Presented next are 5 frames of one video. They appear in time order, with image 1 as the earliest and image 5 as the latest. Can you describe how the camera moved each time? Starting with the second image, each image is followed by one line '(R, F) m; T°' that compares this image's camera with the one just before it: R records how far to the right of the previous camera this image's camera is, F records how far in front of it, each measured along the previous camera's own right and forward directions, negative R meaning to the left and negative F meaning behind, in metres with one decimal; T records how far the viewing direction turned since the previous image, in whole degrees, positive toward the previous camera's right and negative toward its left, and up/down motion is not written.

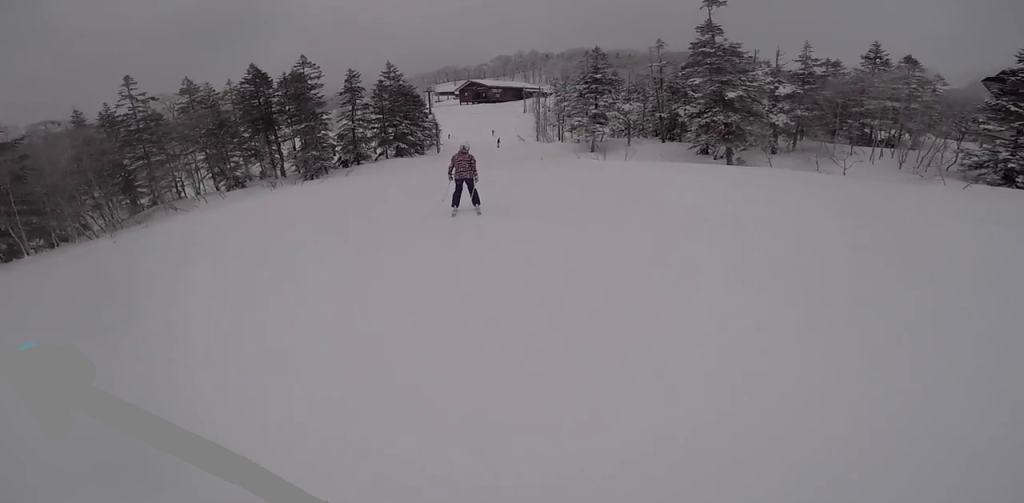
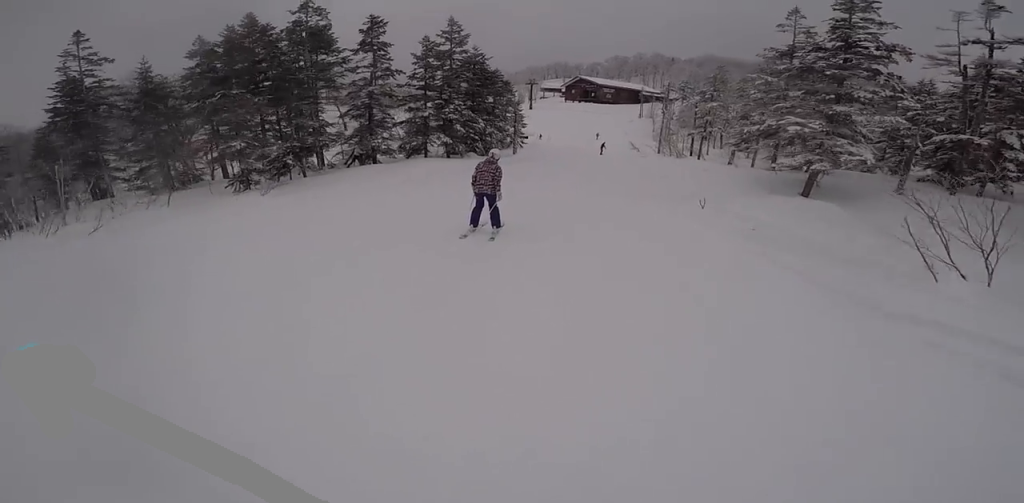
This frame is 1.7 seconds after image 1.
(-2.0, +15.3) m; -11°
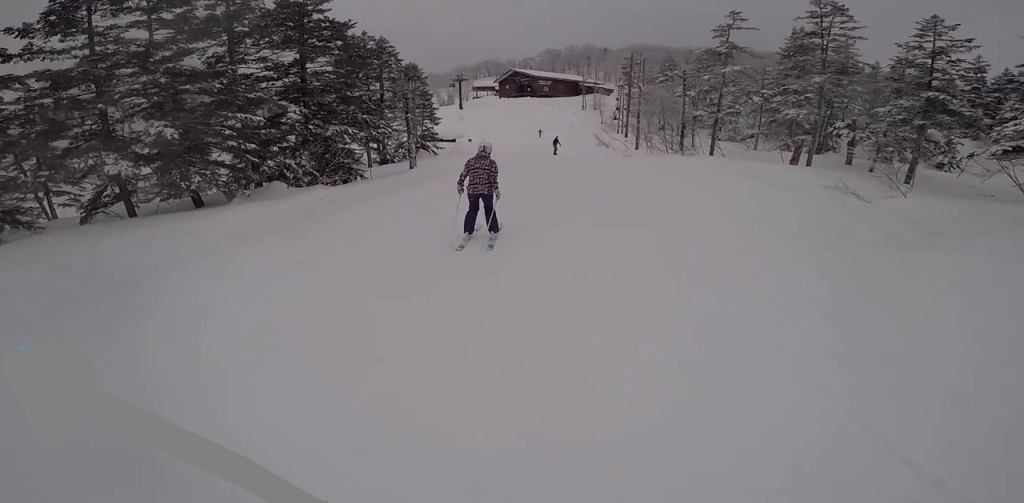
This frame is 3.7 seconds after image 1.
(+1.5, +16.5) m; +7°
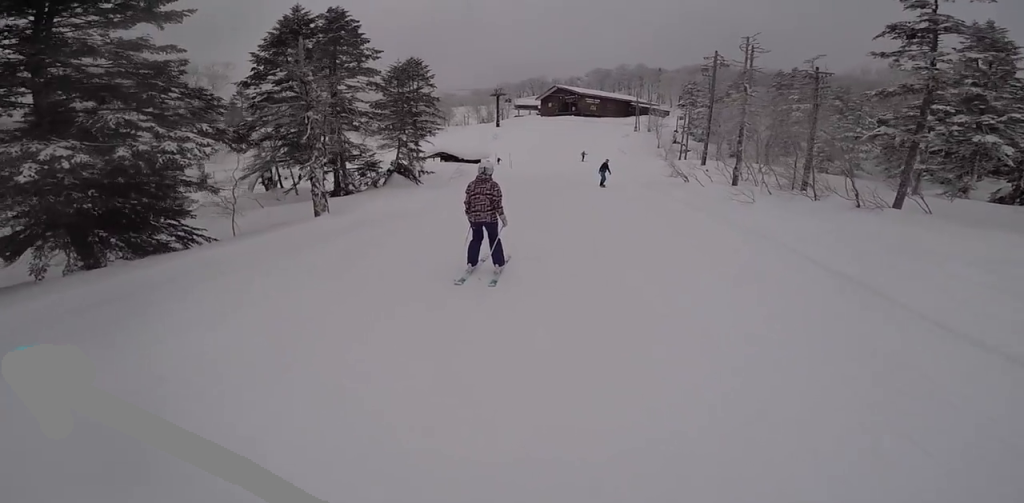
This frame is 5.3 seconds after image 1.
(-0.5, +11.2) m; -2°
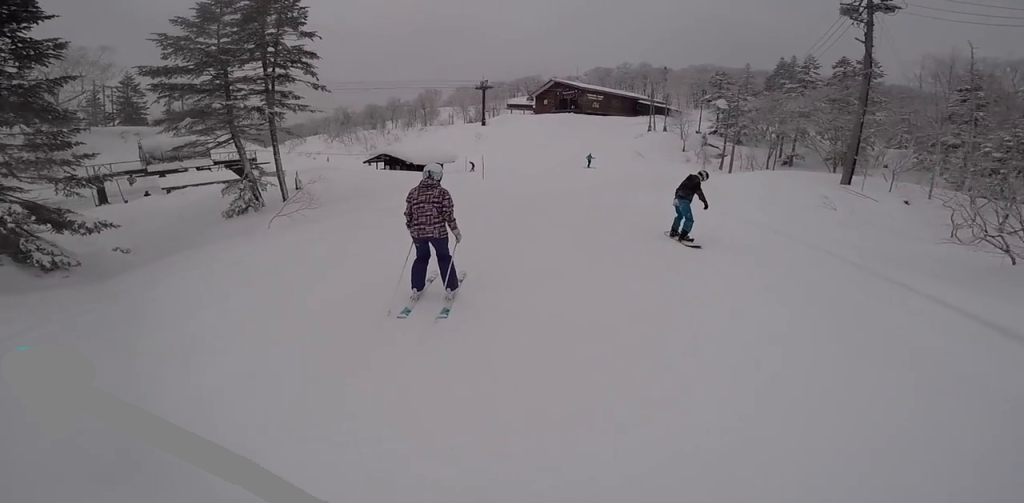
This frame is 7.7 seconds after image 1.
(-0.5, +15.8) m; -5°
